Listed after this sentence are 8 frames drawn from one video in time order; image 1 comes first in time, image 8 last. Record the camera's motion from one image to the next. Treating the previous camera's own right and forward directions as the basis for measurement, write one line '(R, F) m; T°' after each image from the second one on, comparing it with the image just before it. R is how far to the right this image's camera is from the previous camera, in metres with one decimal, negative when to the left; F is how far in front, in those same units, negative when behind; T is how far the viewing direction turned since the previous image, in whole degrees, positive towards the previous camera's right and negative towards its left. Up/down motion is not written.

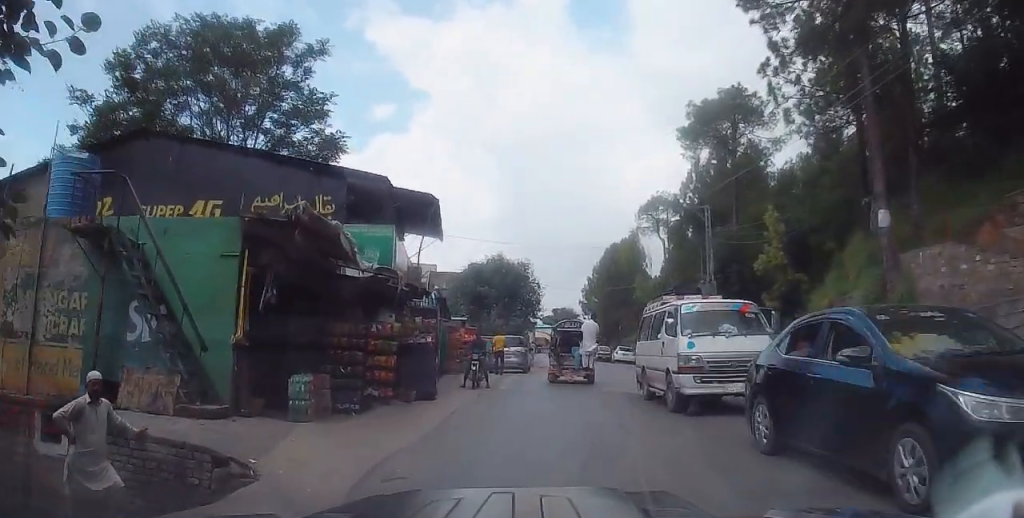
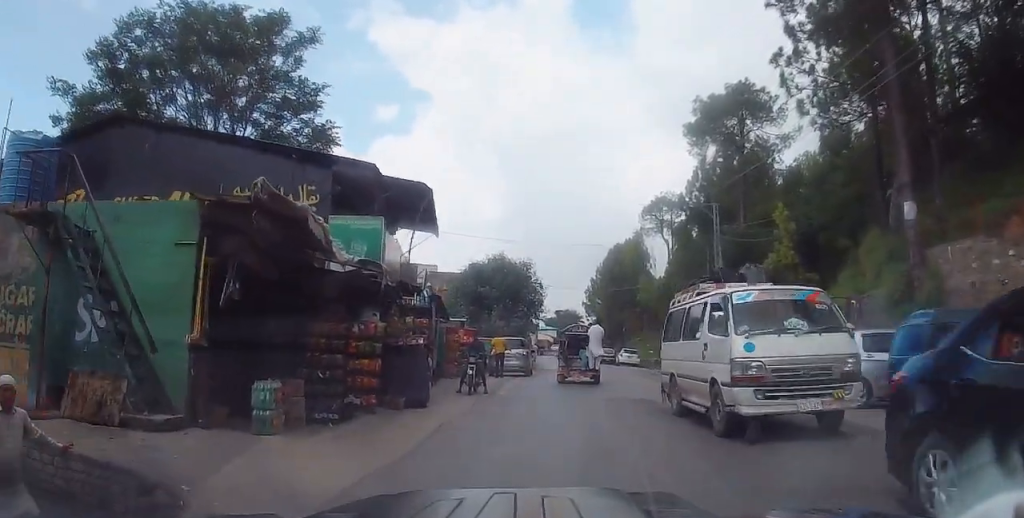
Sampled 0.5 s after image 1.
(0.0, +1.2) m; -3°
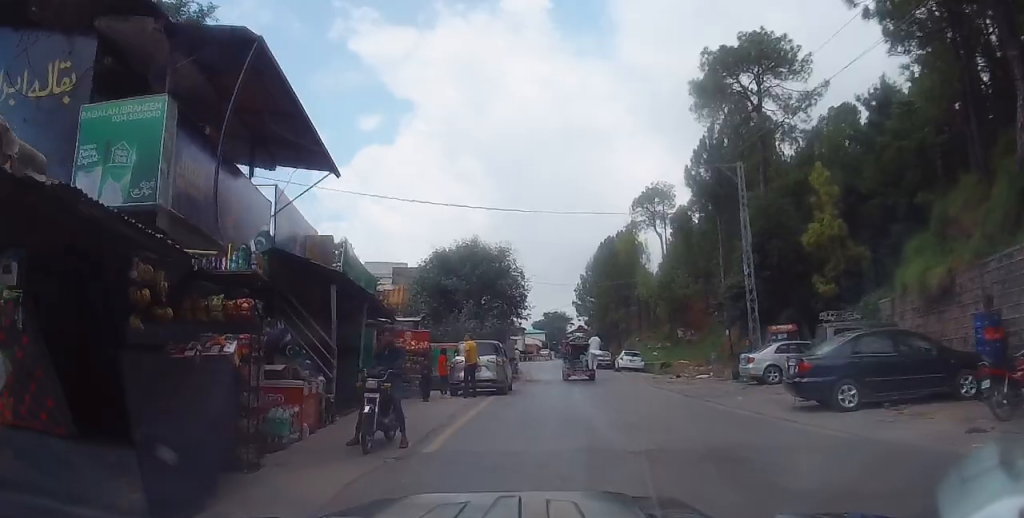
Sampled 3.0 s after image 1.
(-0.4, +7.6) m; -3°
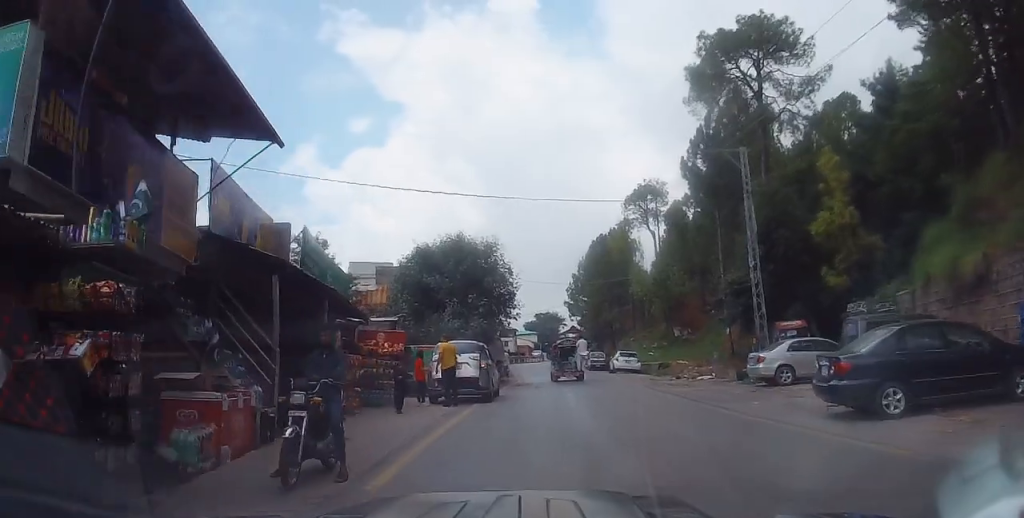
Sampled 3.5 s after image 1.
(-0.1, +2.0) m; 0°
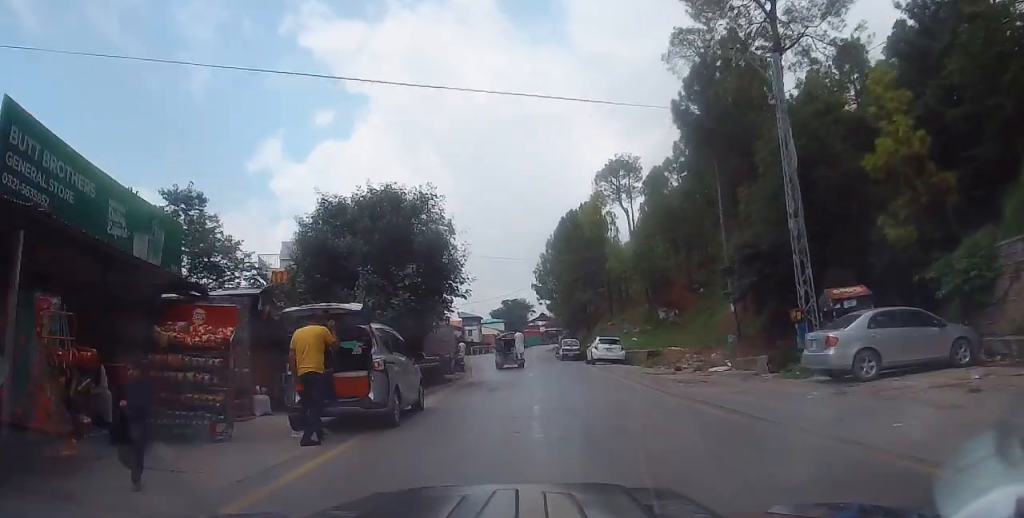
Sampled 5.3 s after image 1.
(+0.1, +7.4) m; +1°
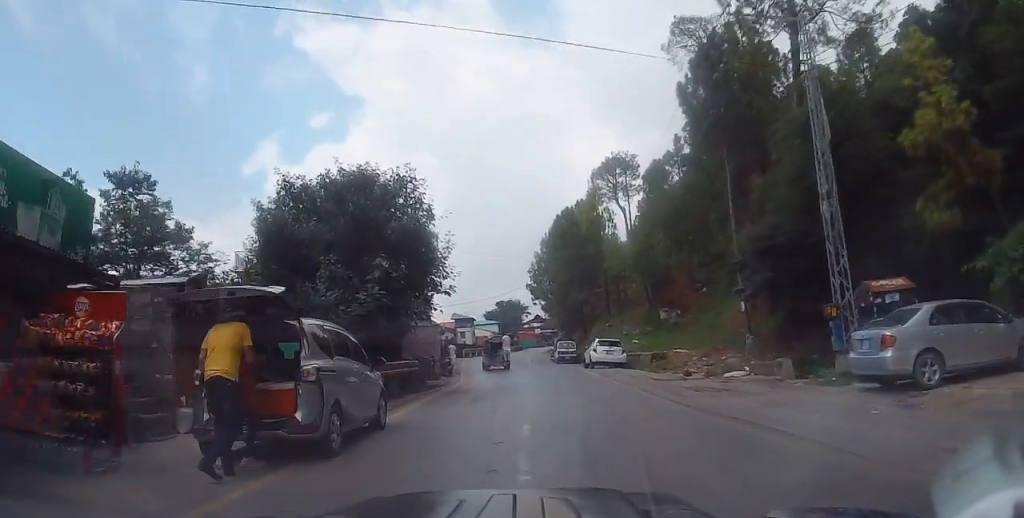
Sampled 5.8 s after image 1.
(-0.2, +2.7) m; +1°
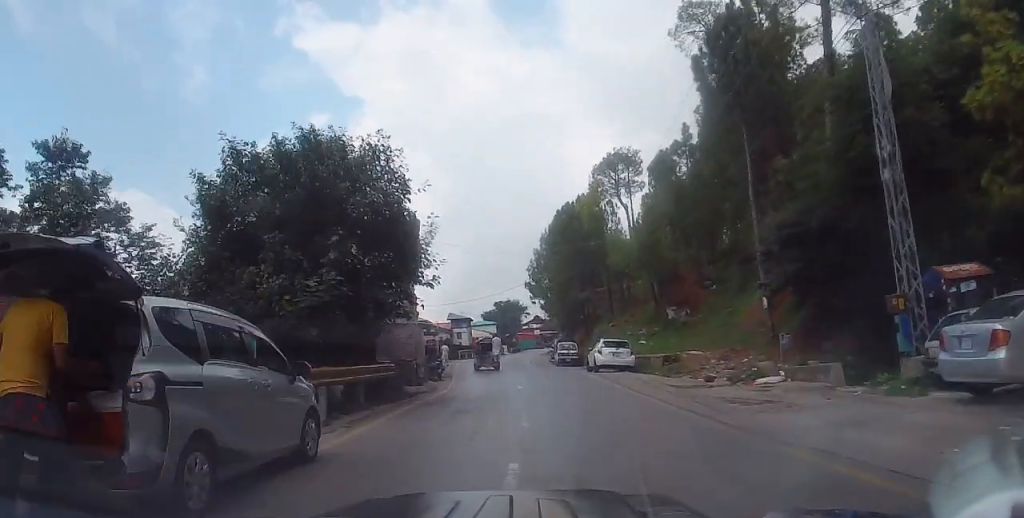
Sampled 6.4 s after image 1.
(0.0, +3.1) m; +2°
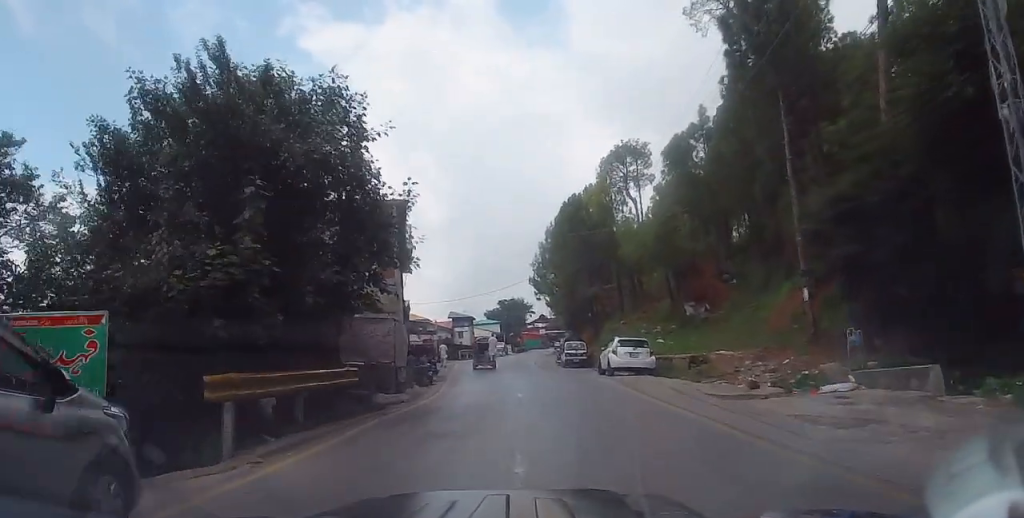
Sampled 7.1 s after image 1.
(+0.2, +3.7) m; +3°
